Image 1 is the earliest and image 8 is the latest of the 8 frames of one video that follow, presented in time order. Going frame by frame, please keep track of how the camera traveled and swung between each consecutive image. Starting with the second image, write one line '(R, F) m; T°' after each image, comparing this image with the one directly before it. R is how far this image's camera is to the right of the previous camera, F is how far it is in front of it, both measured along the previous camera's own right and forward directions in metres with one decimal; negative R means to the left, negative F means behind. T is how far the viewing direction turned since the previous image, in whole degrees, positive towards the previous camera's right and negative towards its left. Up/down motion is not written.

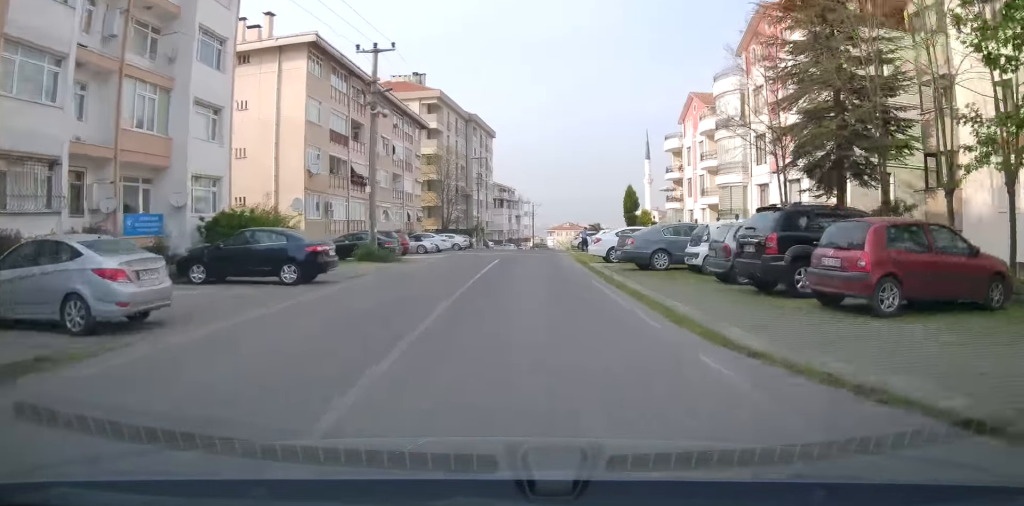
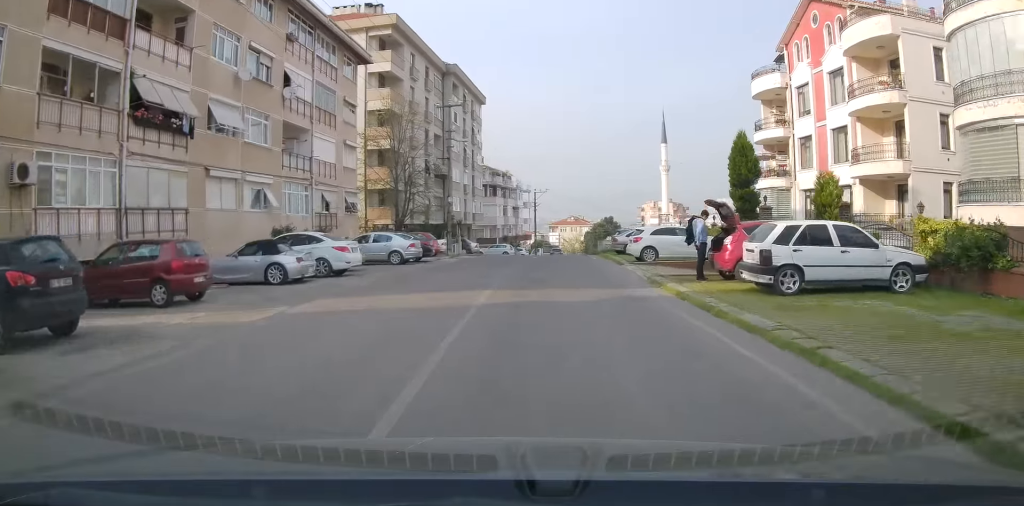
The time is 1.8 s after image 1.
(-0.5, +25.2) m; +1°
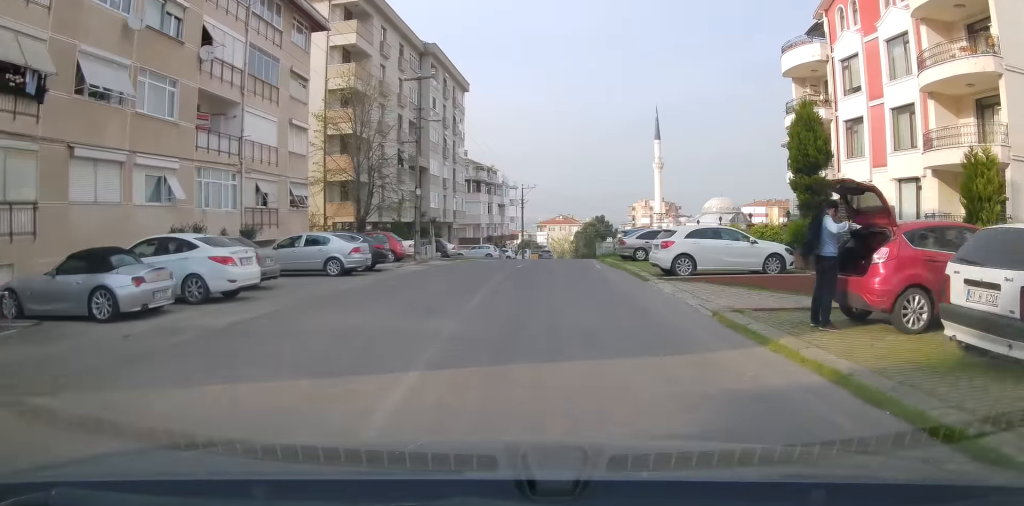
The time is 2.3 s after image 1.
(+0.2, +7.1) m; +1°
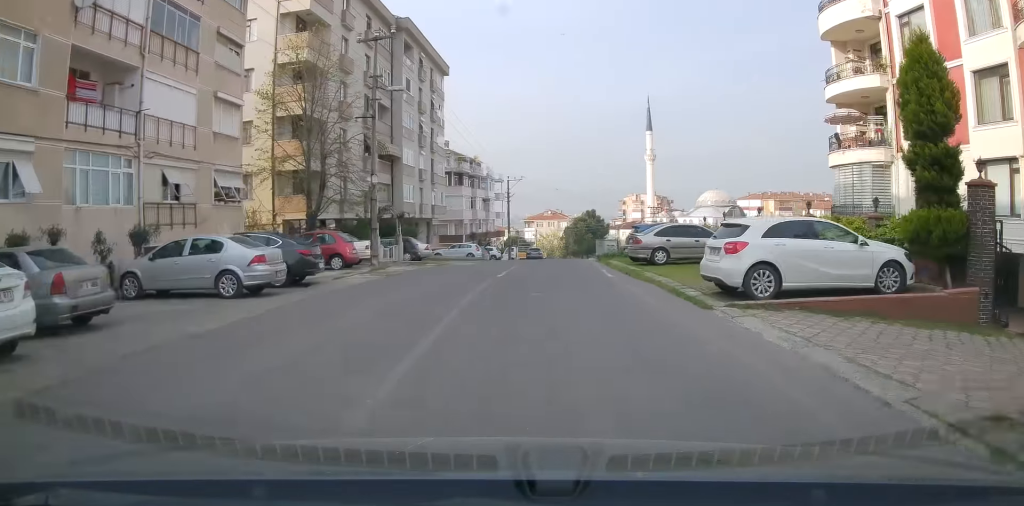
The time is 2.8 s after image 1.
(+0.2, +6.6) m; +1°
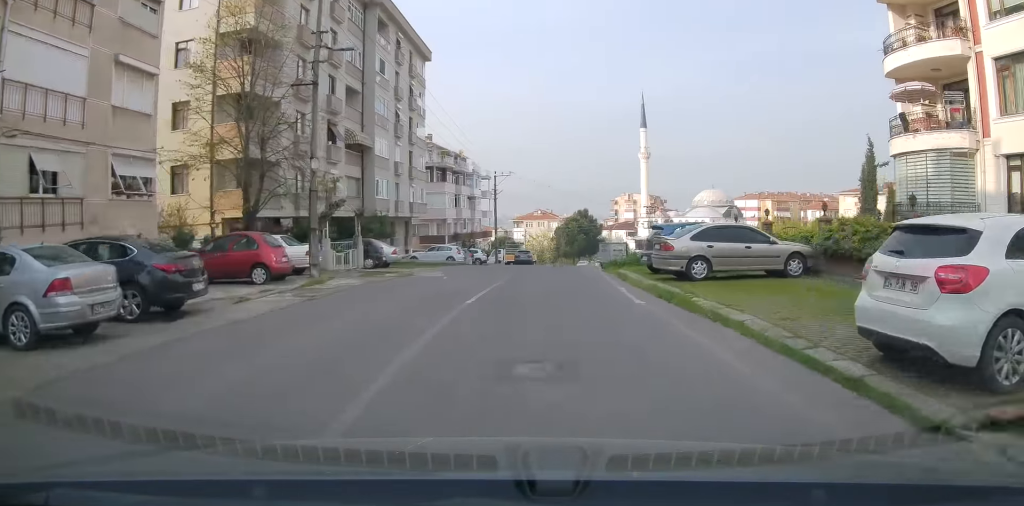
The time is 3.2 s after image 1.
(0.0, +6.2) m; +1°
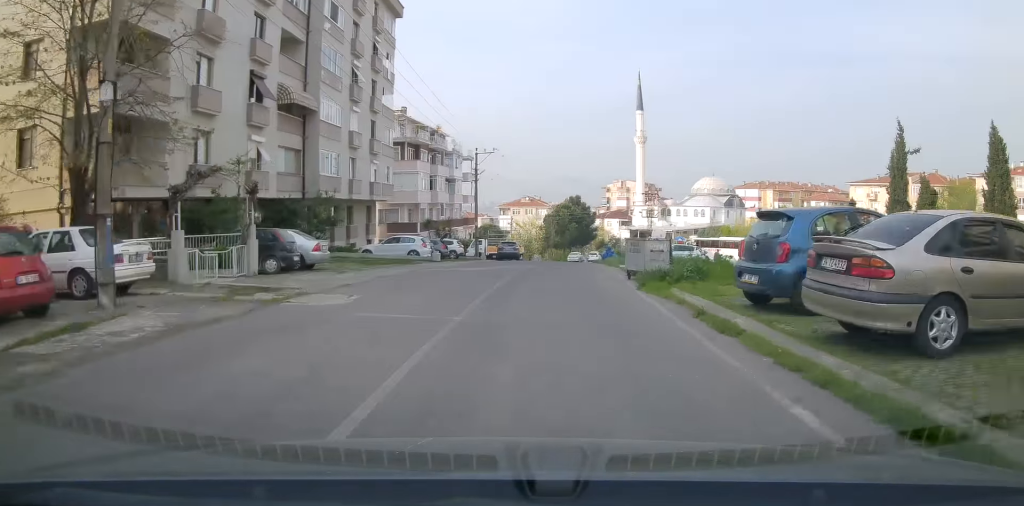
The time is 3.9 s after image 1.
(0.0, +9.6) m; 0°
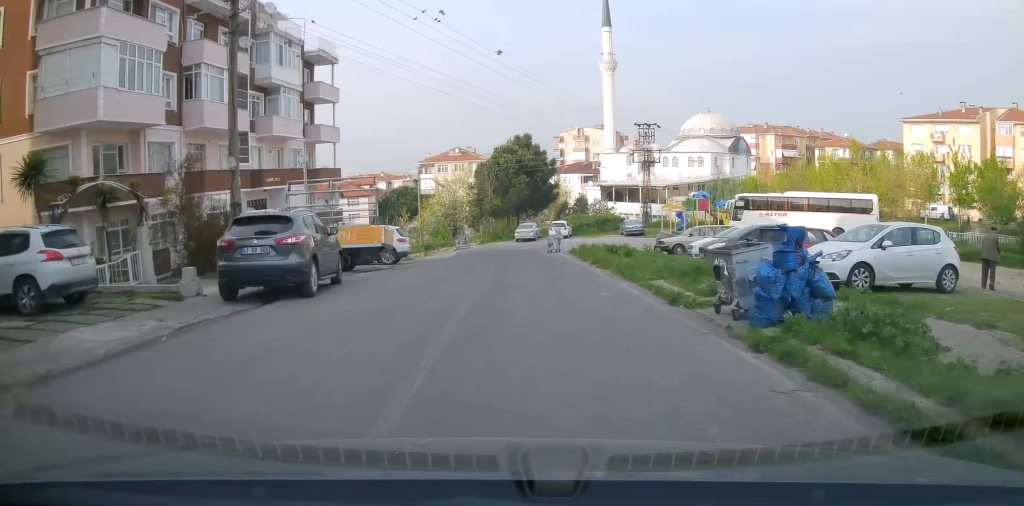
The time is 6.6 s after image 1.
(+1.9, +39.6) m; +5°
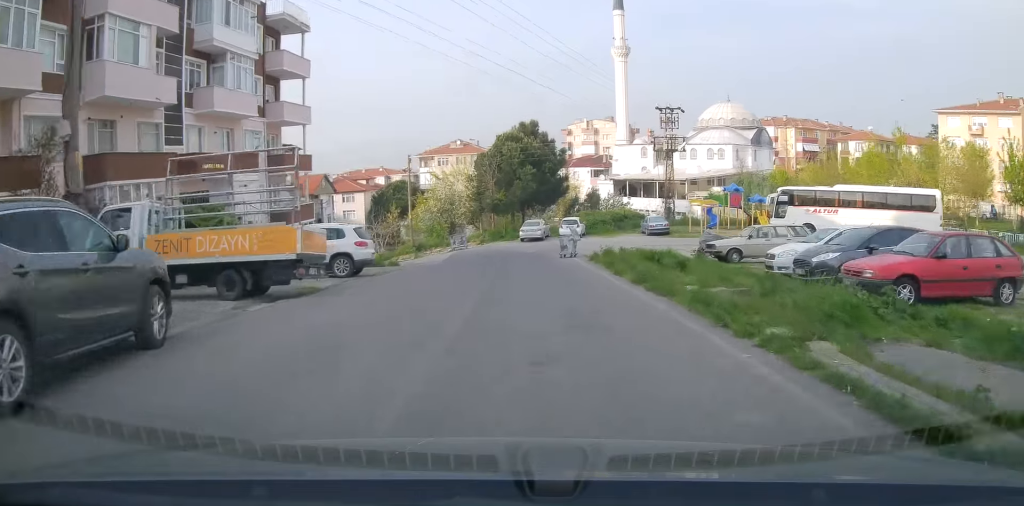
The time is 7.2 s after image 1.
(+0.1, +7.8) m; 0°
